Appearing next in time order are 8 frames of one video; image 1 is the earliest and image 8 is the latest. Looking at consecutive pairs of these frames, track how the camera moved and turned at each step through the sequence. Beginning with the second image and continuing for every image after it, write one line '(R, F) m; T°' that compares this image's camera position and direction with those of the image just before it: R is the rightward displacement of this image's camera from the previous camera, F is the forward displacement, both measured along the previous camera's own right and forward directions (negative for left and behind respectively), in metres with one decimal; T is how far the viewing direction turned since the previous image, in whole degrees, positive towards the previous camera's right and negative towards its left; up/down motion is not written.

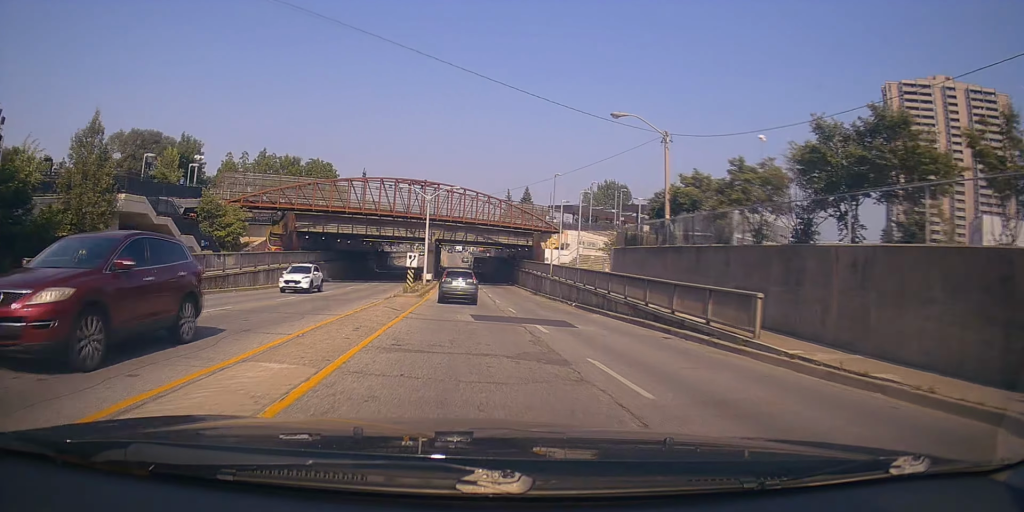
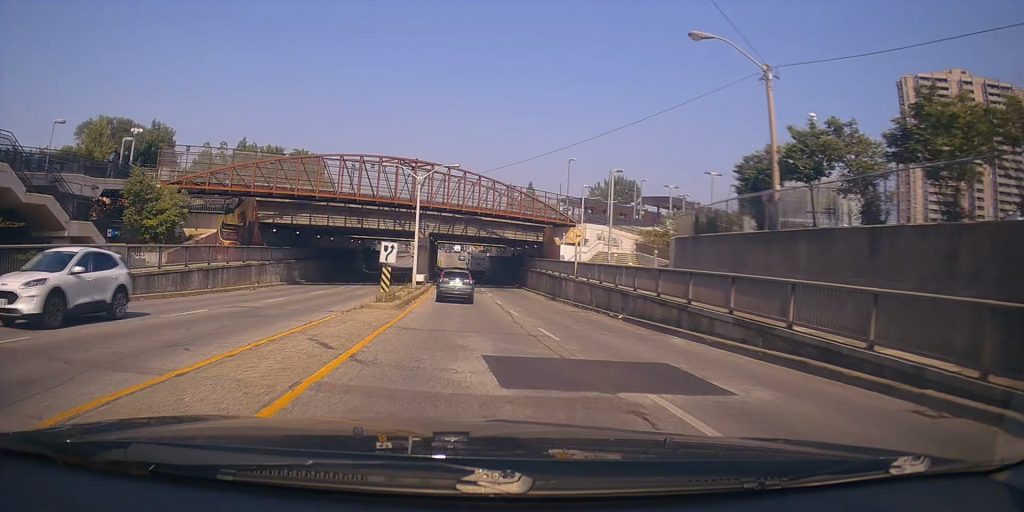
(+0.3, +9.9) m; 0°
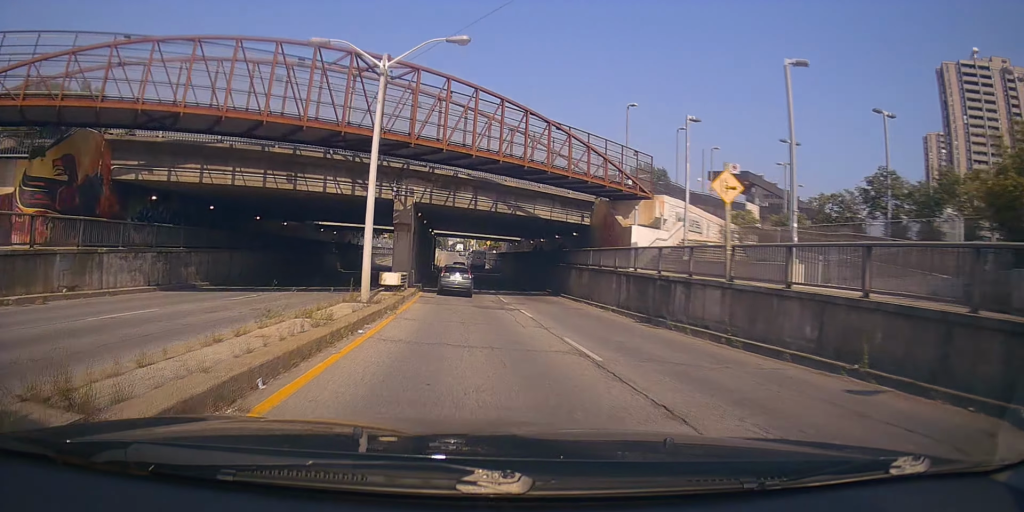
(-0.2, +20.2) m; -1°
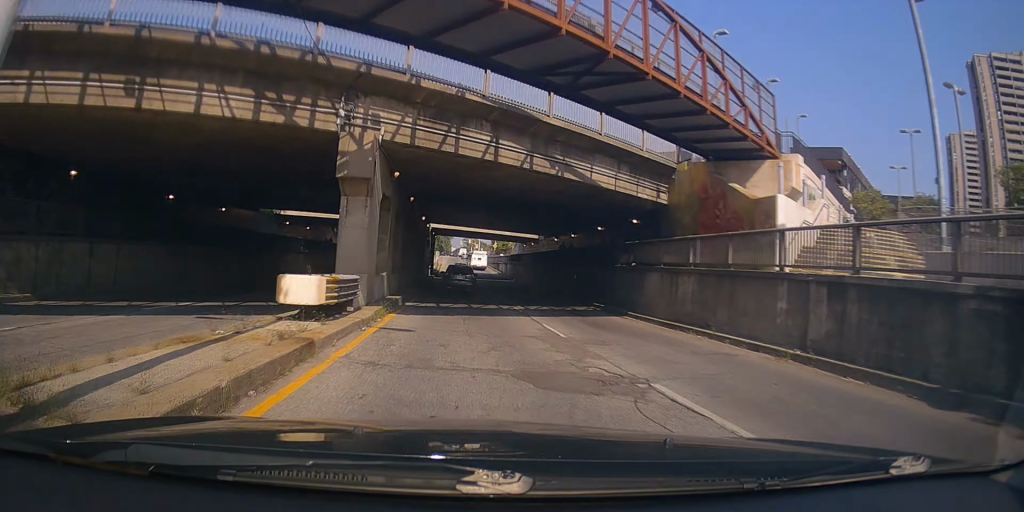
(+0.1, +14.5) m; 0°
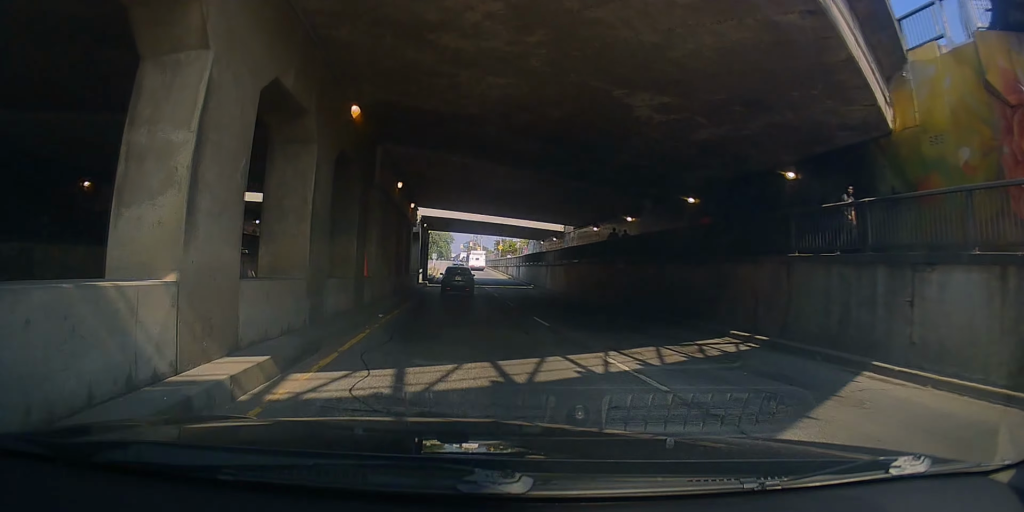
(-0.1, +14.9) m; +1°
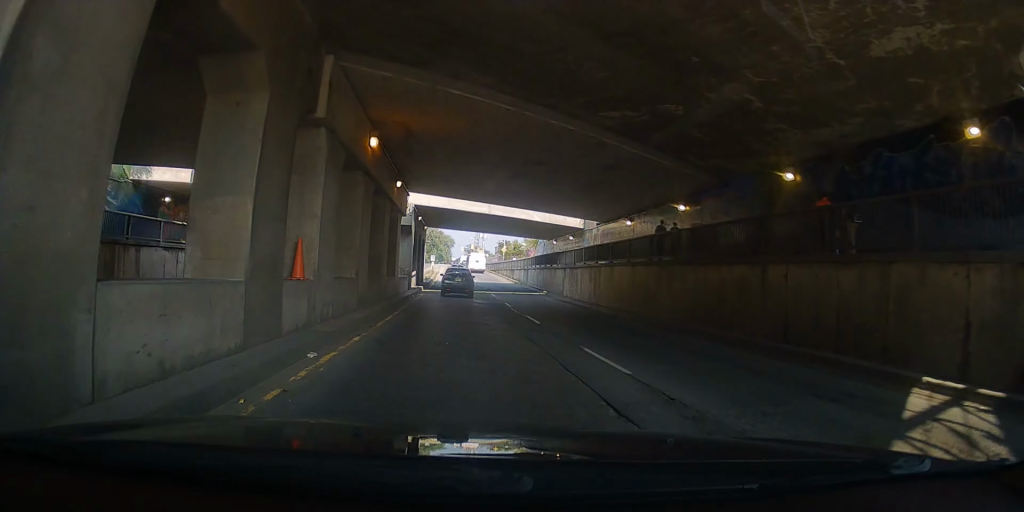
(+0.4, +7.2) m; -1°
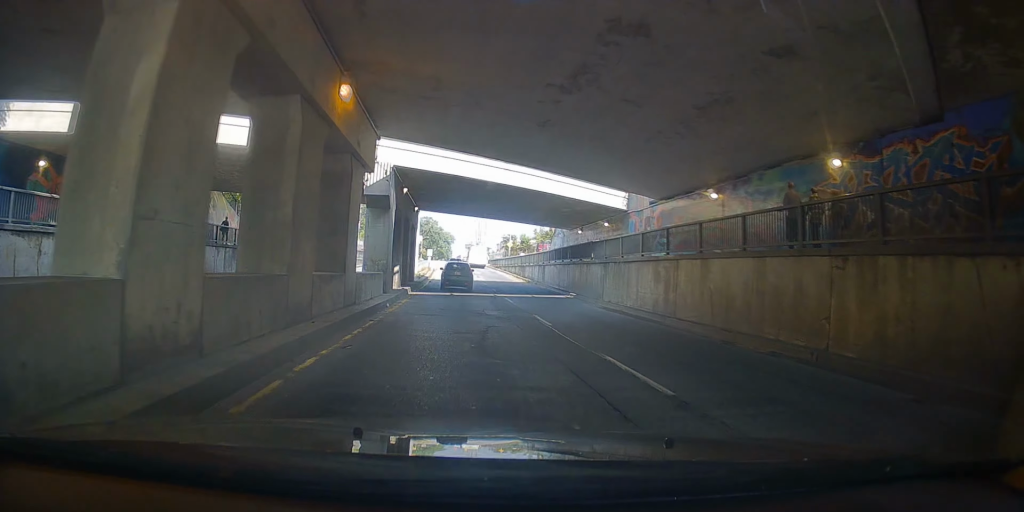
(-0.2, +10.6) m; -1°
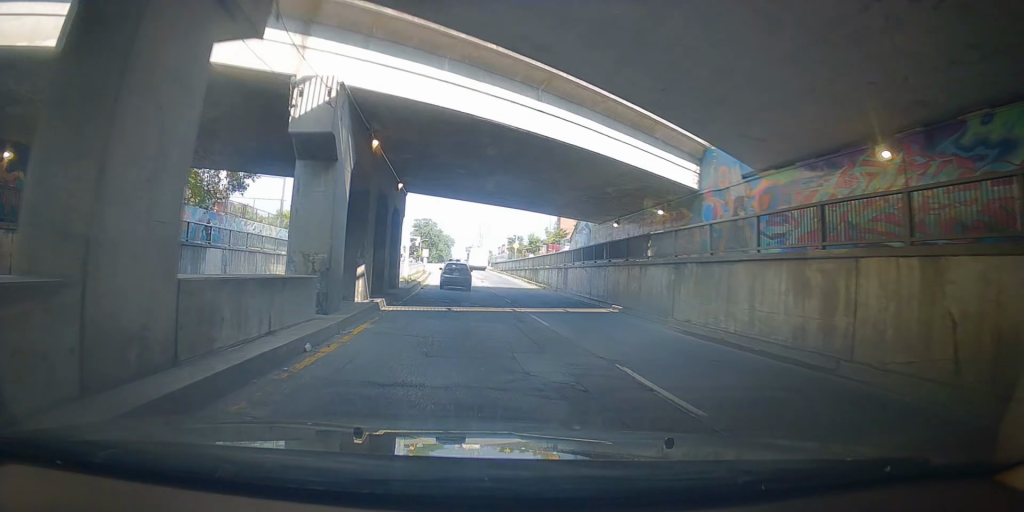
(-0.7, +9.6) m; 0°
